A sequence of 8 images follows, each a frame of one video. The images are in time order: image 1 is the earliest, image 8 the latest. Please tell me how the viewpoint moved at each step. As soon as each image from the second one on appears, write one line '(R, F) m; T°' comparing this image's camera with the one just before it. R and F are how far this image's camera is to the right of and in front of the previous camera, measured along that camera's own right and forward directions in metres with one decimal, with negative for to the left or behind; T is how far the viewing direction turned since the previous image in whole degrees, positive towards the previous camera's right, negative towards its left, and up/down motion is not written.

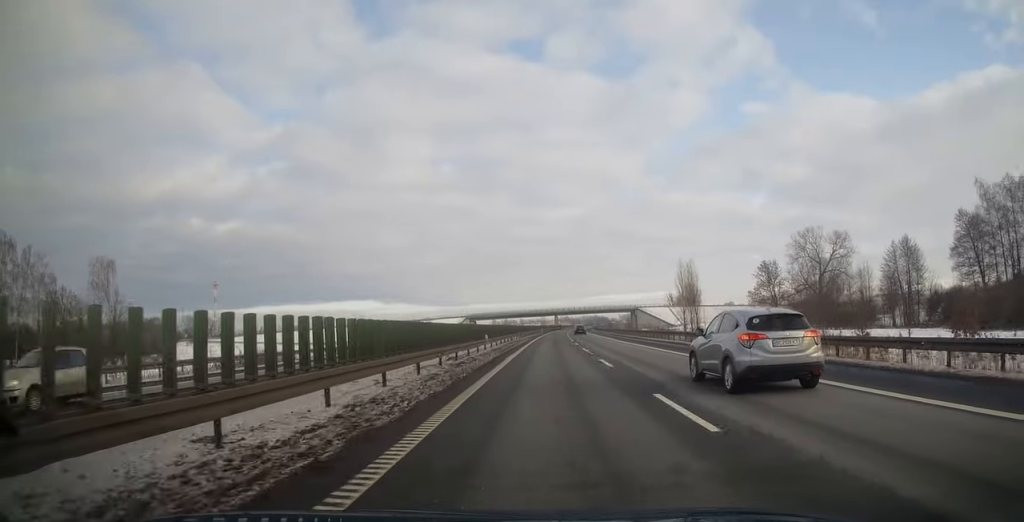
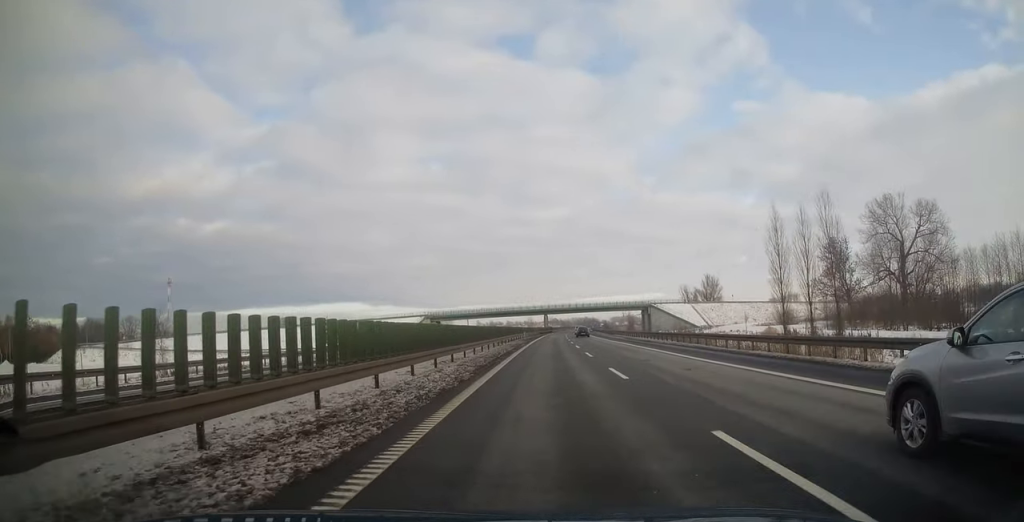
(+0.6, +53.5) m; +1°
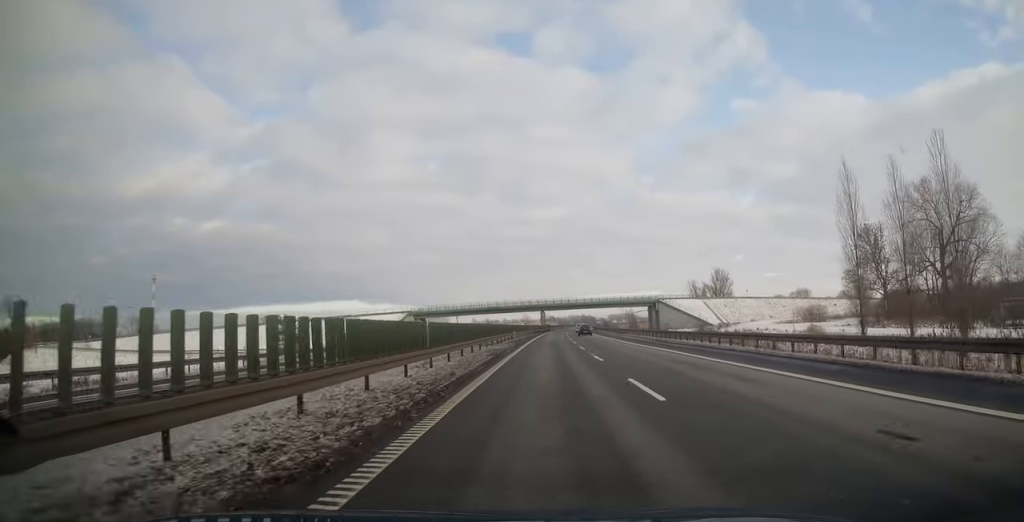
(+0.2, +17.6) m; +1°
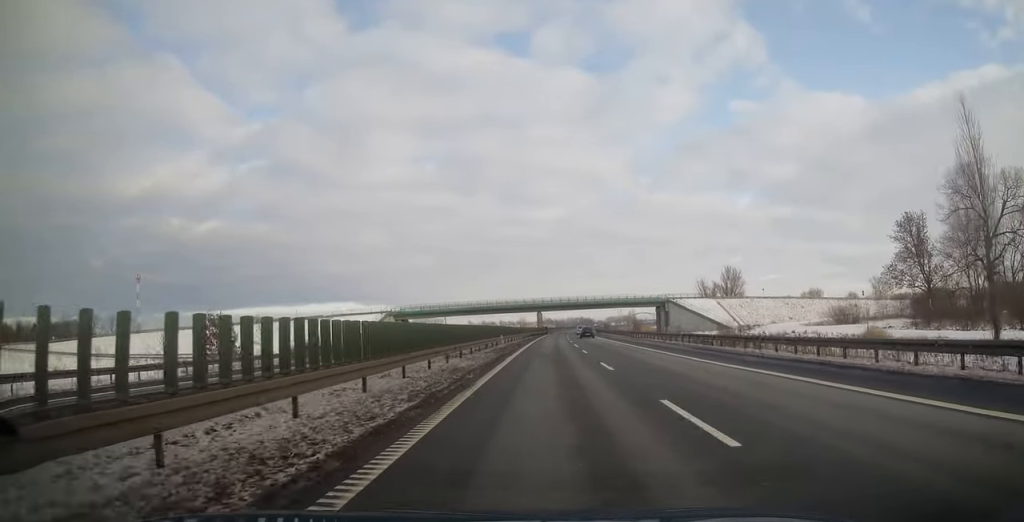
(+0.1, +17.1) m; +1°
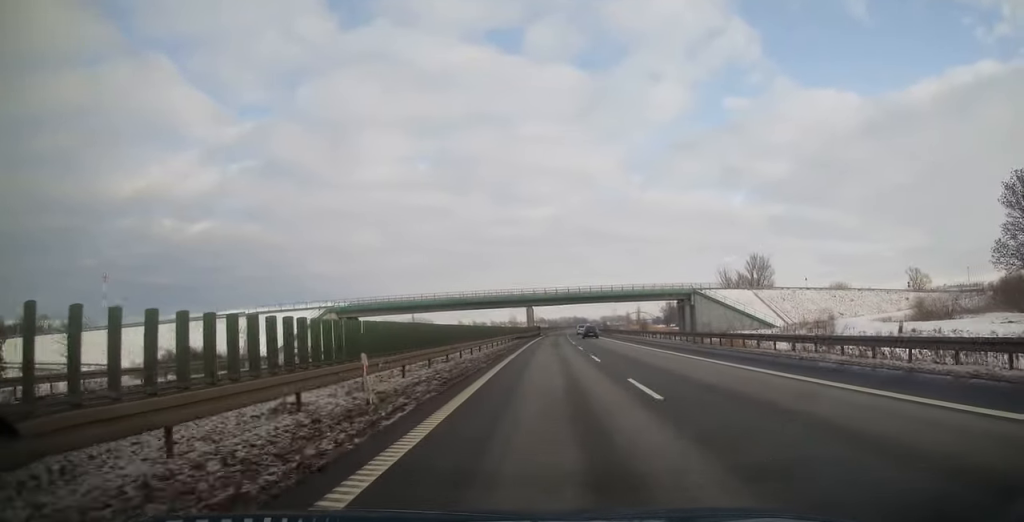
(+0.2, +34.8) m; +1°
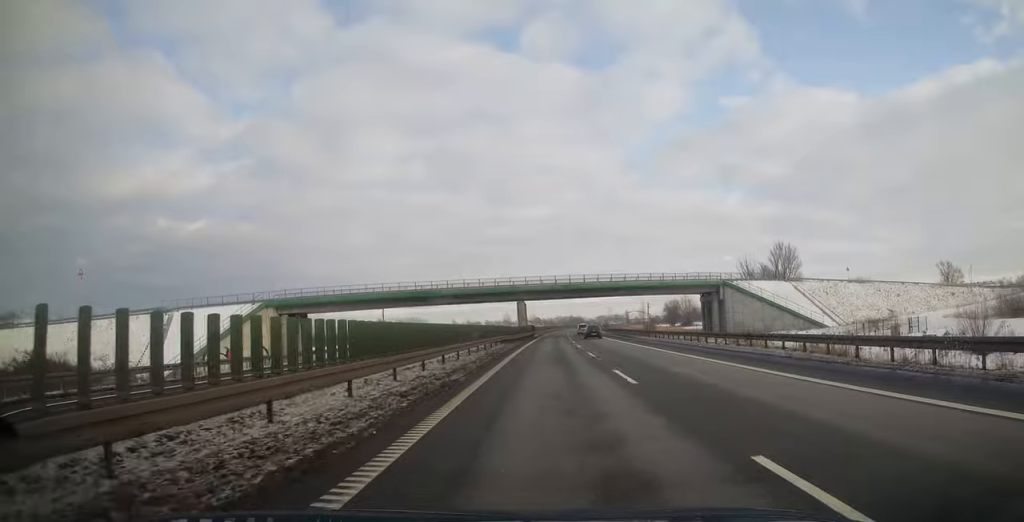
(+0.1, +20.7) m; +1°
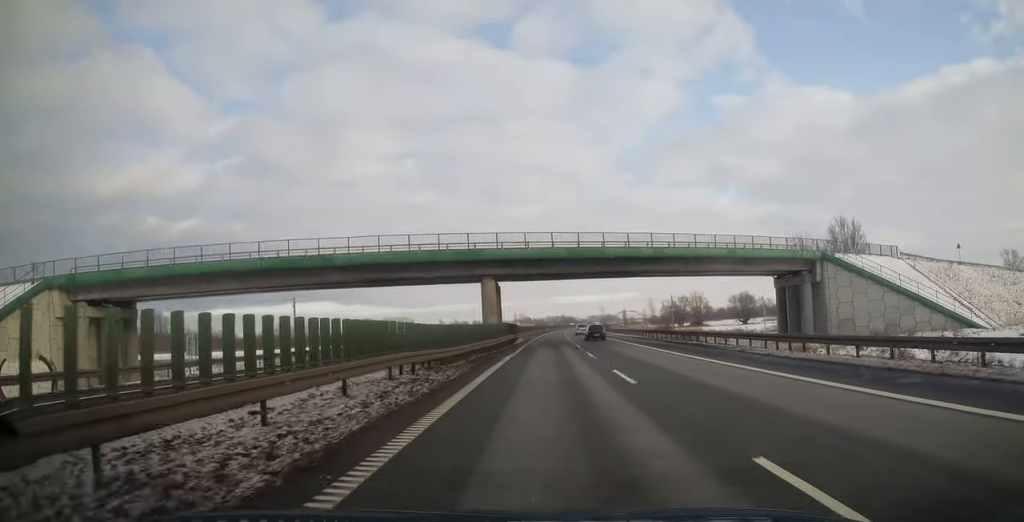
(+0.3, +33.5) m; +1°
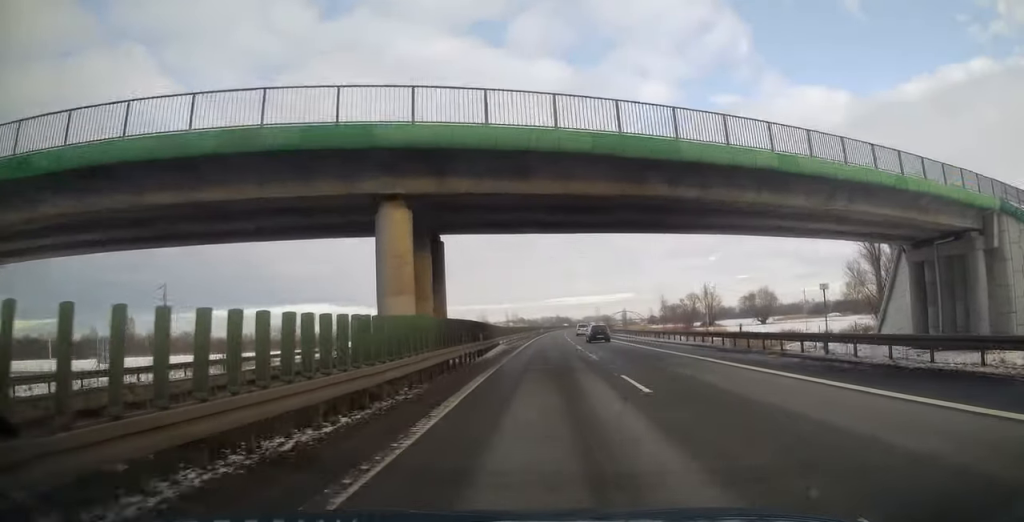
(+0.1, +24.6) m; 0°
